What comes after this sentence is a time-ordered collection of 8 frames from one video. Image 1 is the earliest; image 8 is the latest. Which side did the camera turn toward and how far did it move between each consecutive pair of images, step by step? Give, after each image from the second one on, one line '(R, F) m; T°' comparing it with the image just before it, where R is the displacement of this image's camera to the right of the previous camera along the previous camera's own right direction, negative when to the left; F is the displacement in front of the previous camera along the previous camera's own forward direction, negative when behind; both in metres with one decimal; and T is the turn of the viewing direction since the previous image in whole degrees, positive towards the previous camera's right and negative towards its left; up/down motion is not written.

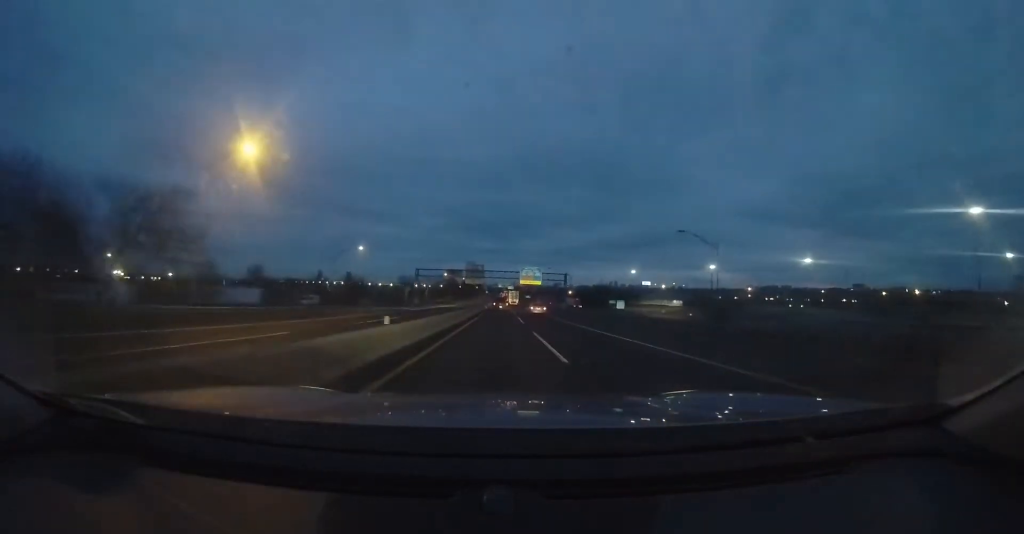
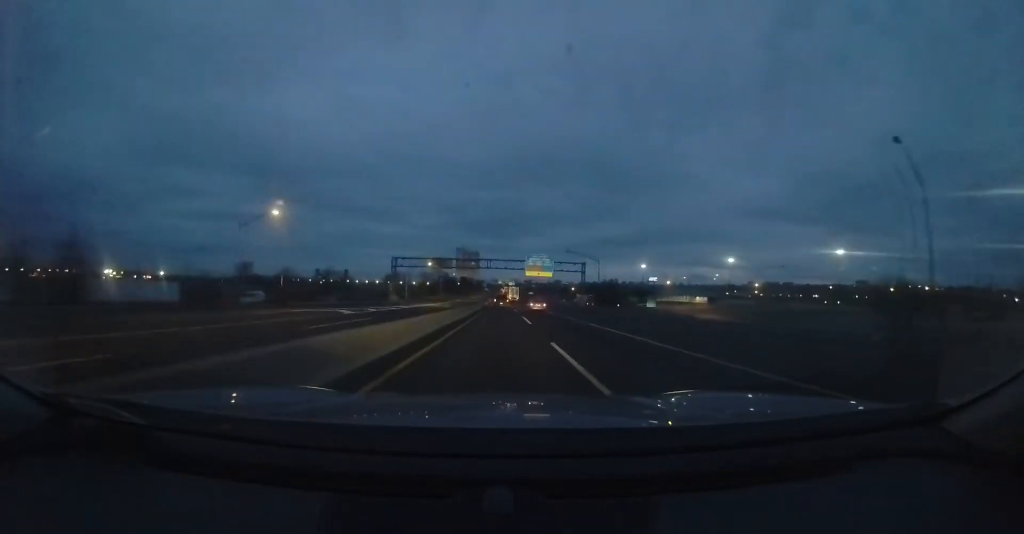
(0.0, +20.4) m; 0°
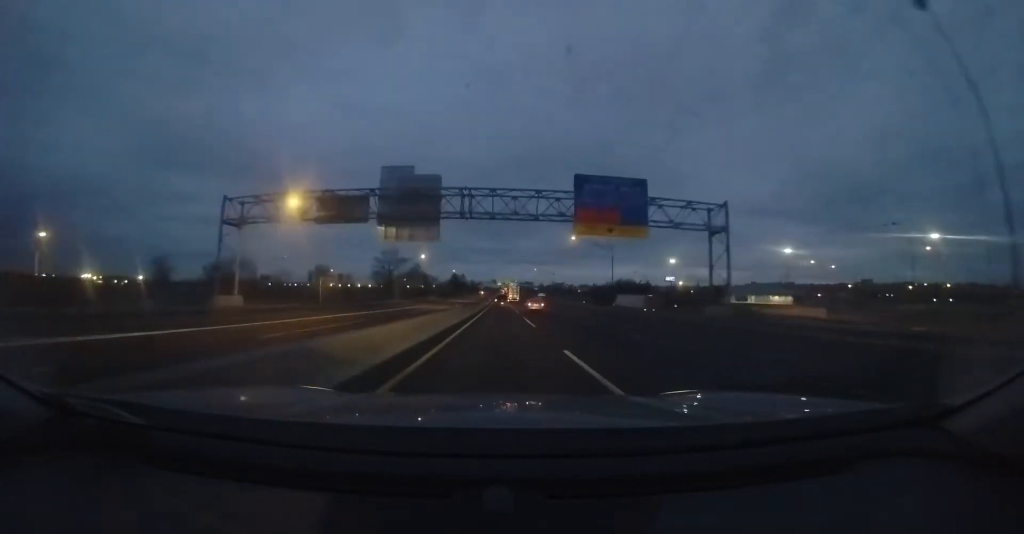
(+0.3, +47.1) m; +1°
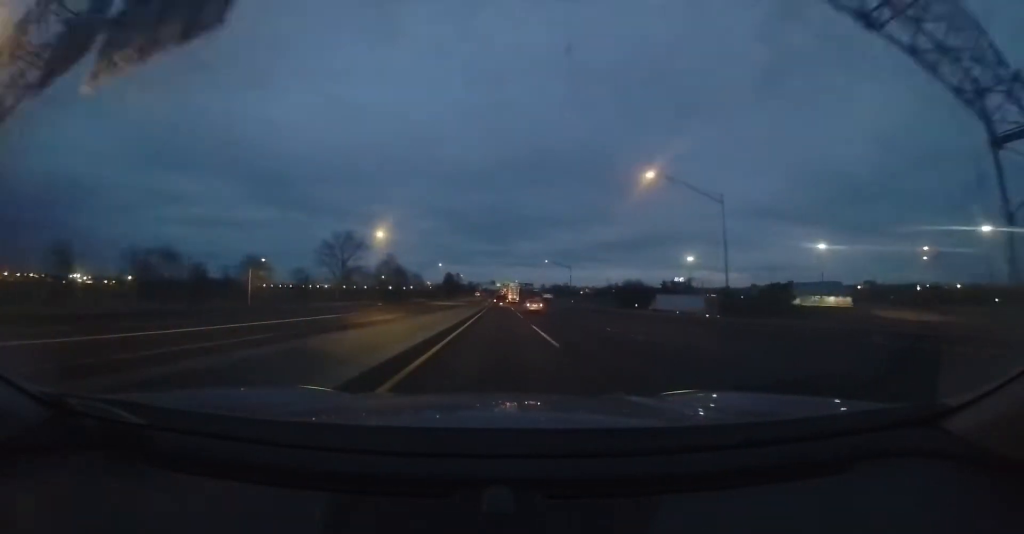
(+0.2, +22.1) m; 0°
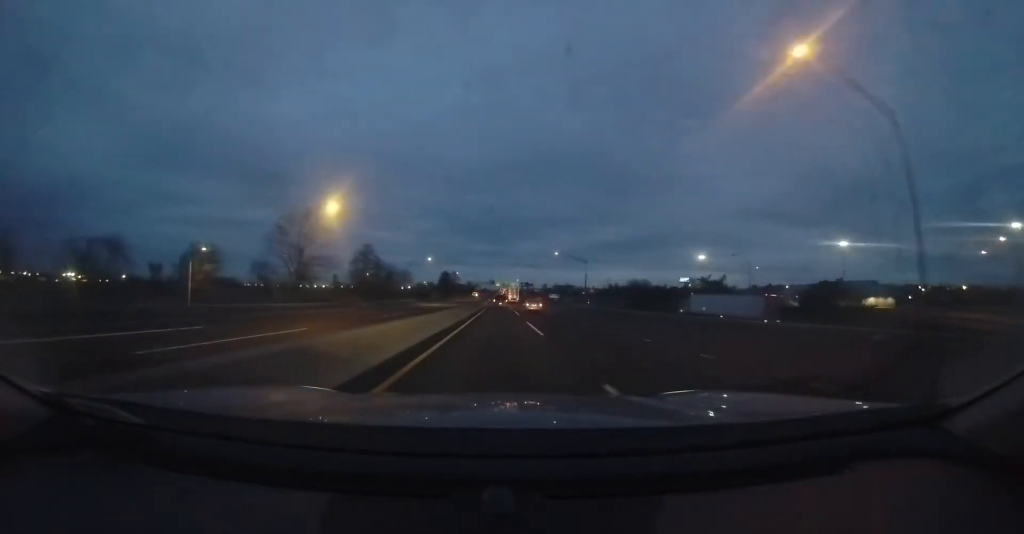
(-0.3, +12.0) m; 0°
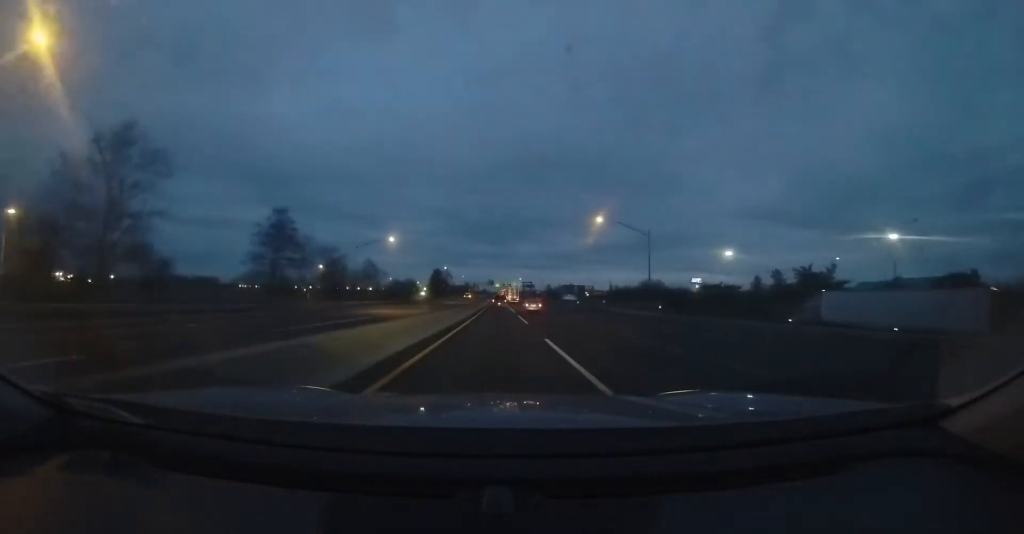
(0.0, +24.1) m; 0°
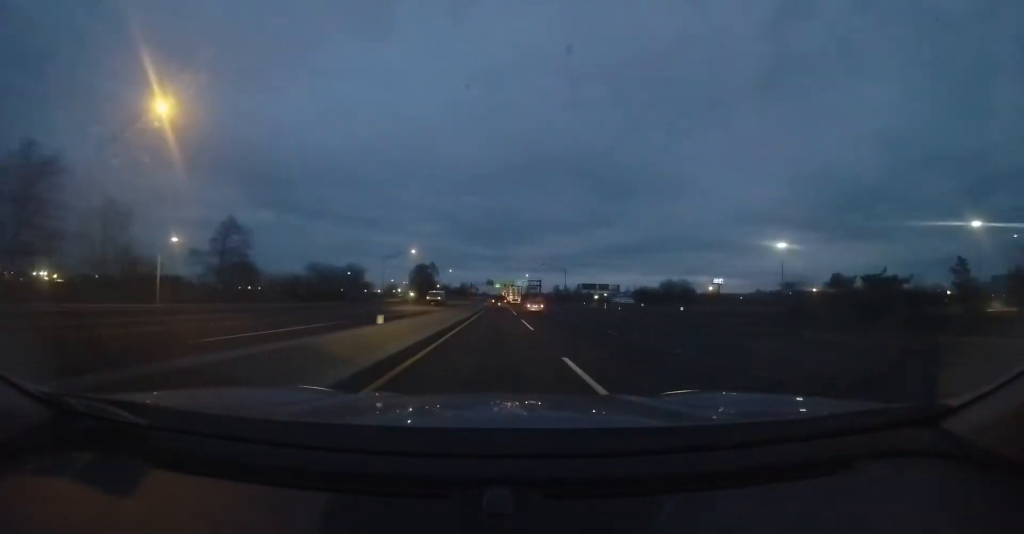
(+0.2, +34.4) m; 0°
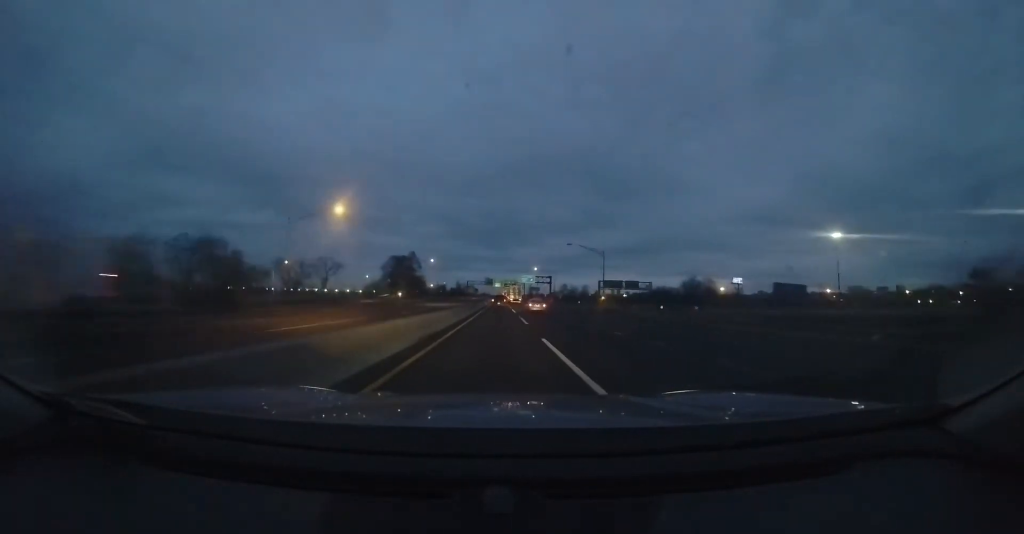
(+0.1, +27.0) m; 0°
